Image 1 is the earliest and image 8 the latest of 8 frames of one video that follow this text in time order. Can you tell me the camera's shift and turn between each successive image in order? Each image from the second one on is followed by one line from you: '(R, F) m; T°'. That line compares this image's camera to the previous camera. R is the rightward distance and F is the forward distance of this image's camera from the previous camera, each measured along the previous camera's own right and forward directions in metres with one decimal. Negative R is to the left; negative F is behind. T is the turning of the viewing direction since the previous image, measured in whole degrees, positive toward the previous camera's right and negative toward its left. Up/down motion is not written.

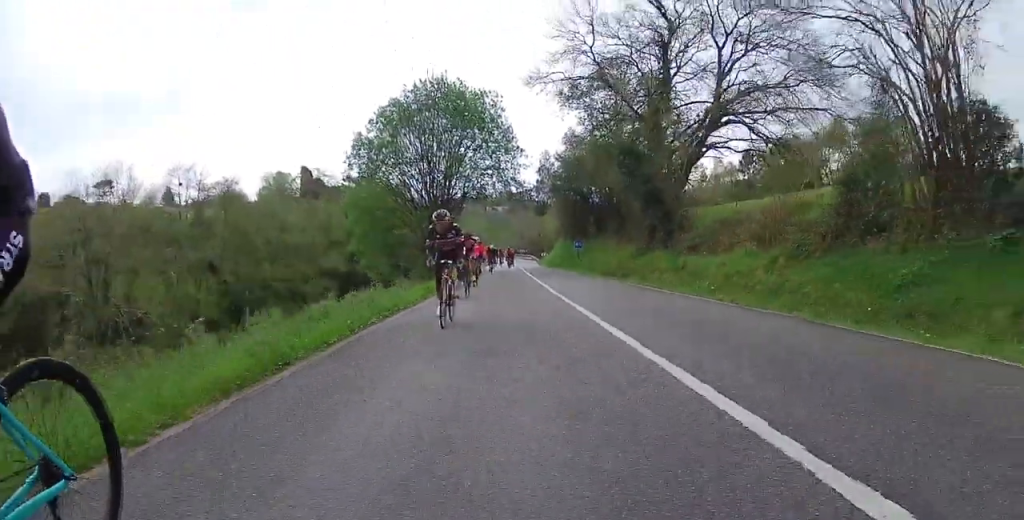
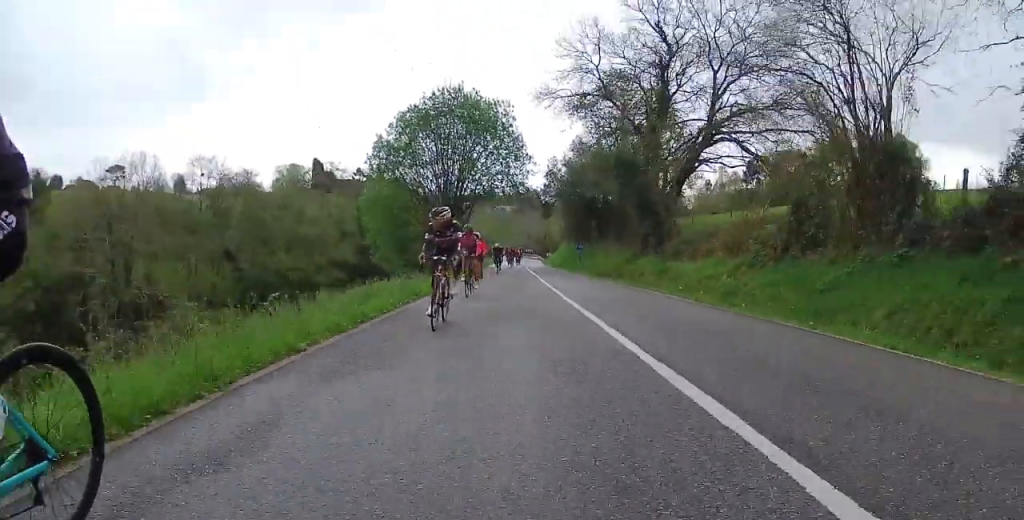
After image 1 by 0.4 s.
(0.0, +3.0) m; 0°
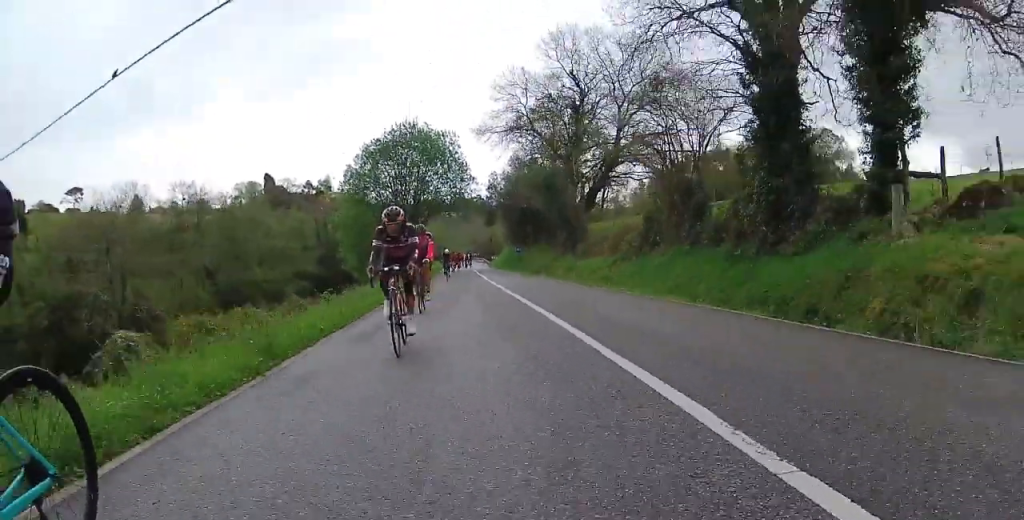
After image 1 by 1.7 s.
(-0.2, +8.7) m; +1°
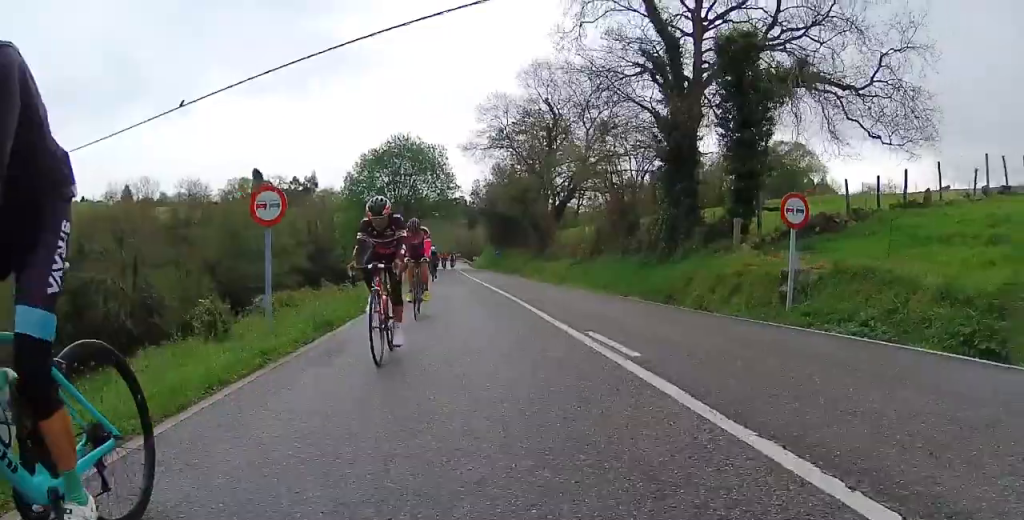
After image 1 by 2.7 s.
(+0.2, +6.5) m; +2°
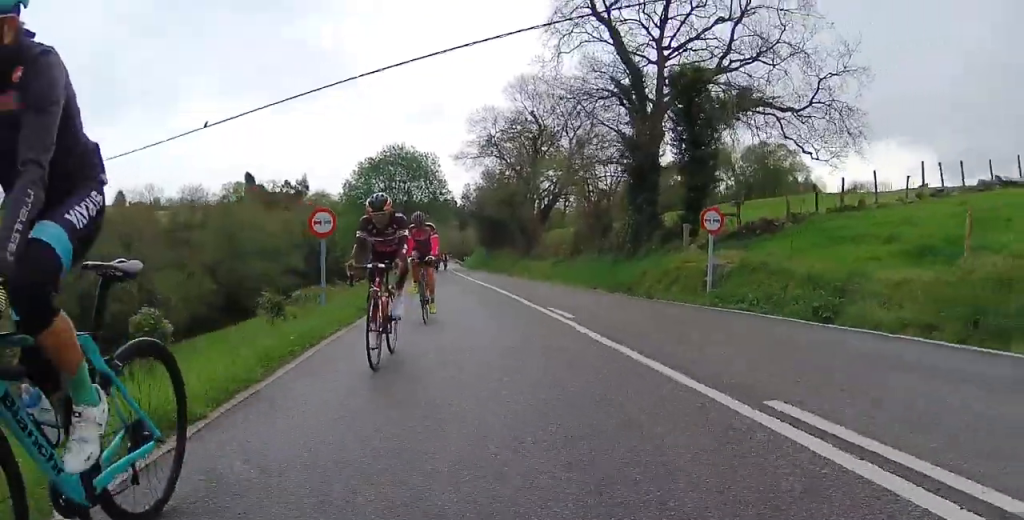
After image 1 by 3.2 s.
(+0.1, +3.6) m; +1°
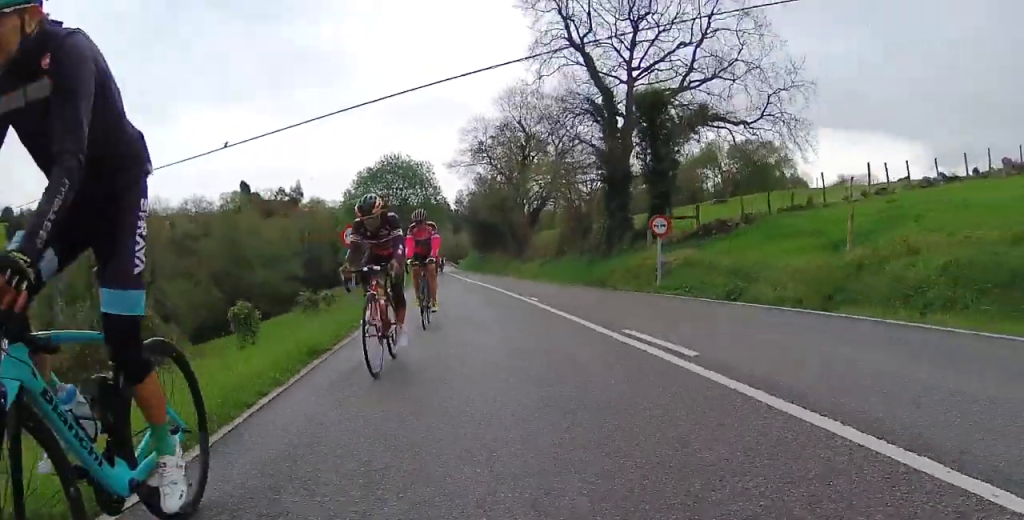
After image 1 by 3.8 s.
(0.0, +3.5) m; 0°
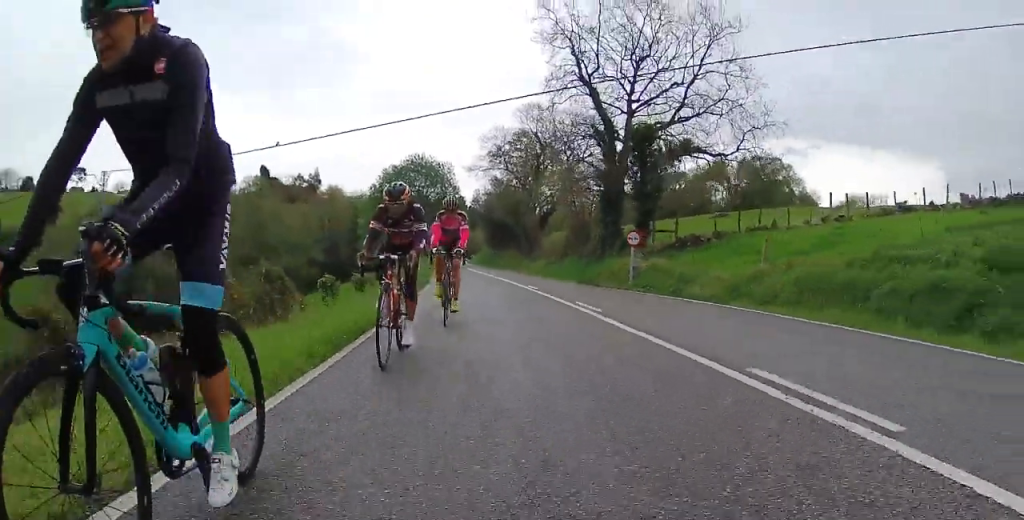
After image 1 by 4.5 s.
(0.0, +4.9) m; 0°
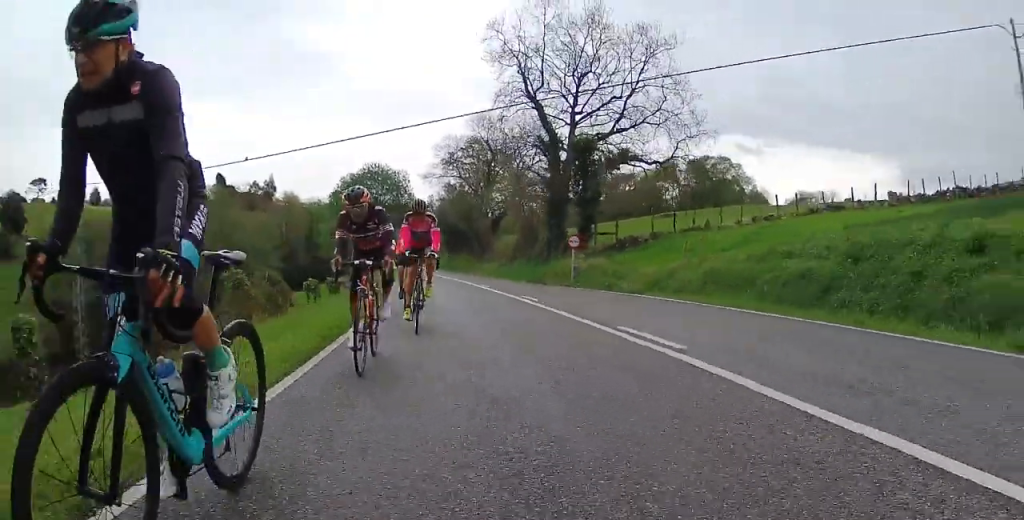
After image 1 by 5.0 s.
(0.0, +2.7) m; 0°
